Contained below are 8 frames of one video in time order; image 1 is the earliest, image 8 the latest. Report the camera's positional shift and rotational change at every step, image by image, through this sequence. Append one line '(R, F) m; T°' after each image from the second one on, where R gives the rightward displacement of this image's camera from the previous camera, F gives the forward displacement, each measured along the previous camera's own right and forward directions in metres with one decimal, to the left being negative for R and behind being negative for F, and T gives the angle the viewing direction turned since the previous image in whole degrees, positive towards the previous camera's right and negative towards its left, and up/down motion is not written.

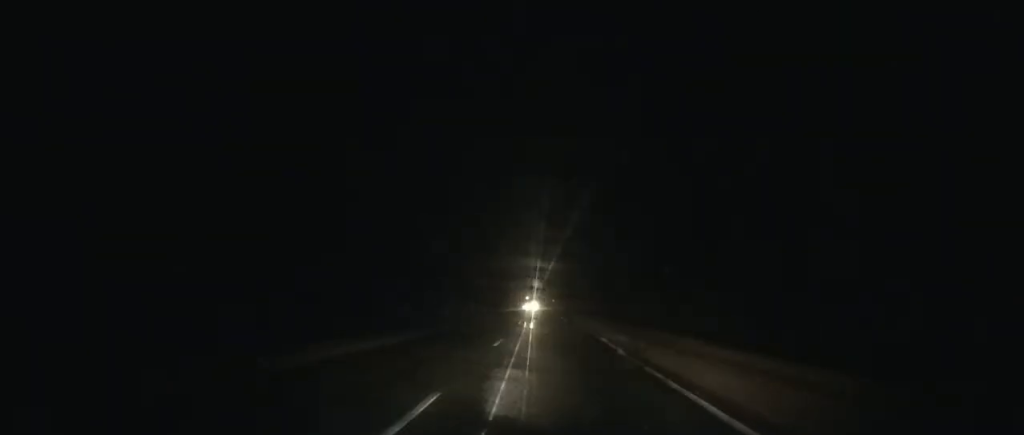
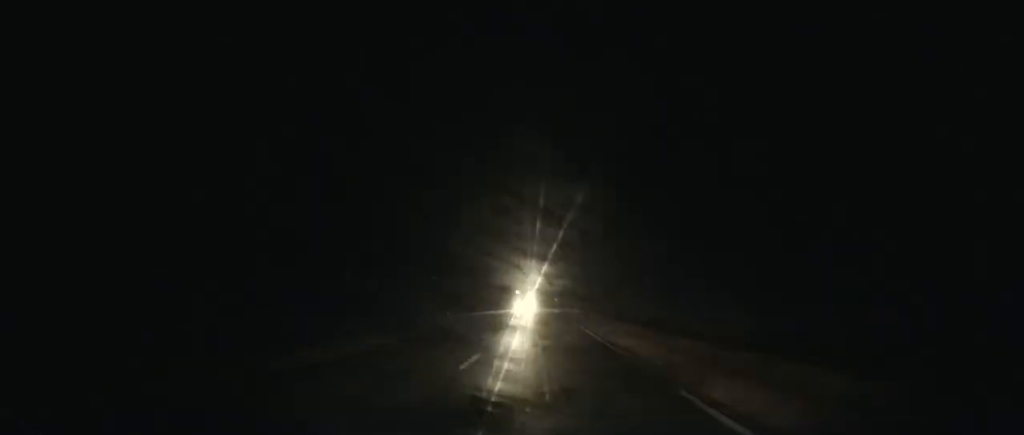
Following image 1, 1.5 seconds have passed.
(-0.1, +30.4) m; 0°
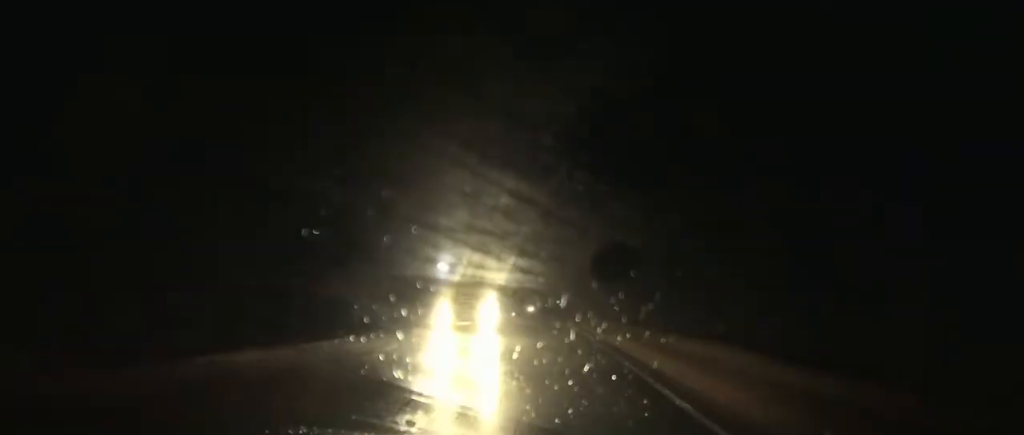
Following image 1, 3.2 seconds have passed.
(0.0, +33.6) m; 0°
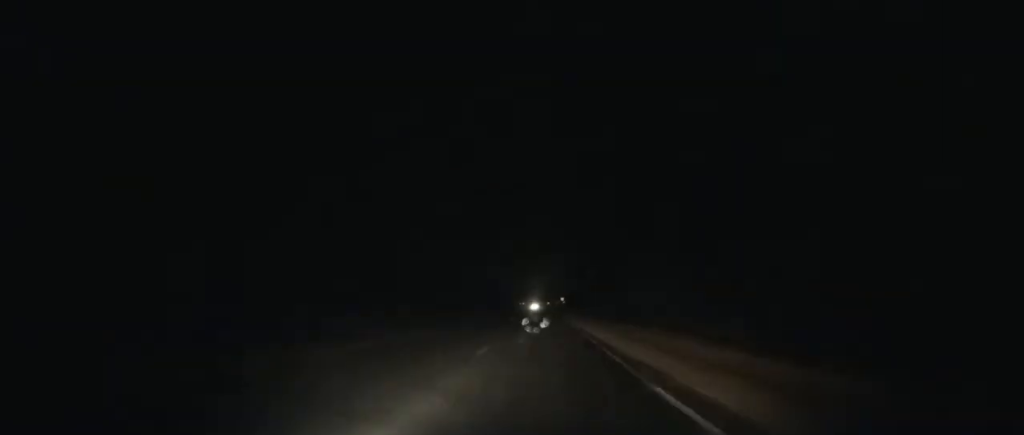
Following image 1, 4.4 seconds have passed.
(+0.1, +23.3) m; 0°
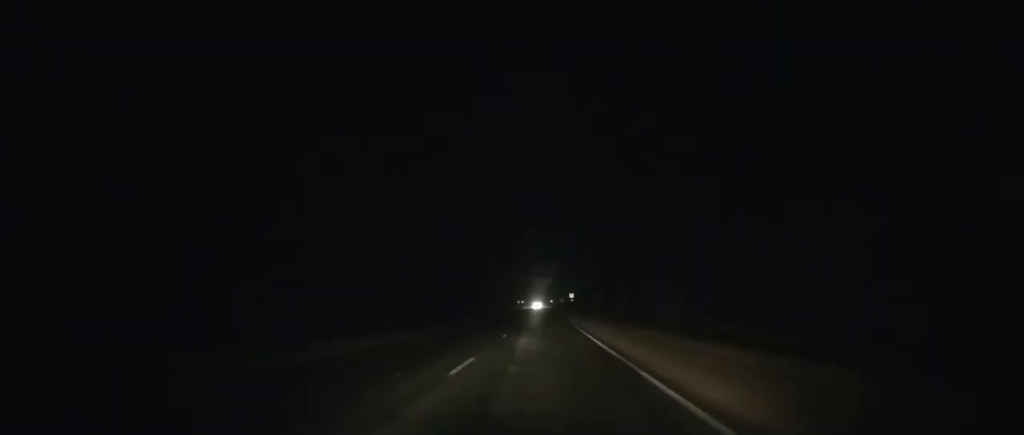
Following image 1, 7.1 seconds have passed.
(-0.1, +51.9) m; 0°
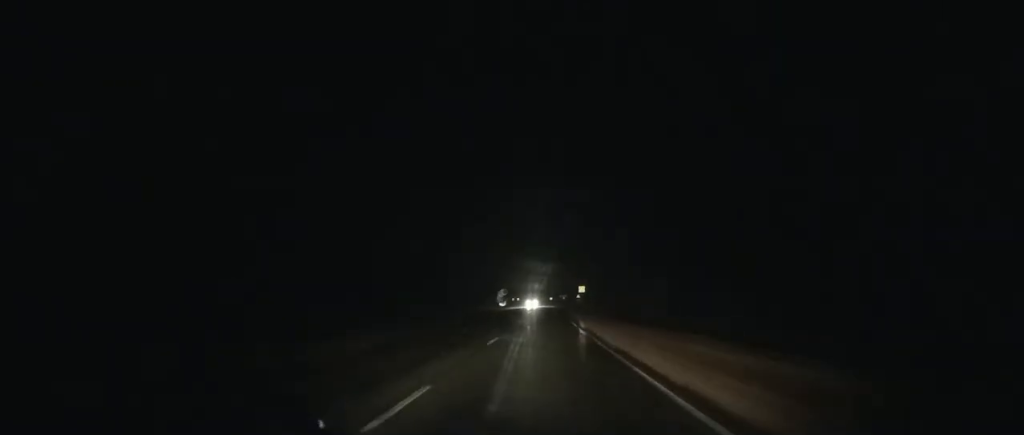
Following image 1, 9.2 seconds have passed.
(0.0, +41.4) m; 0°
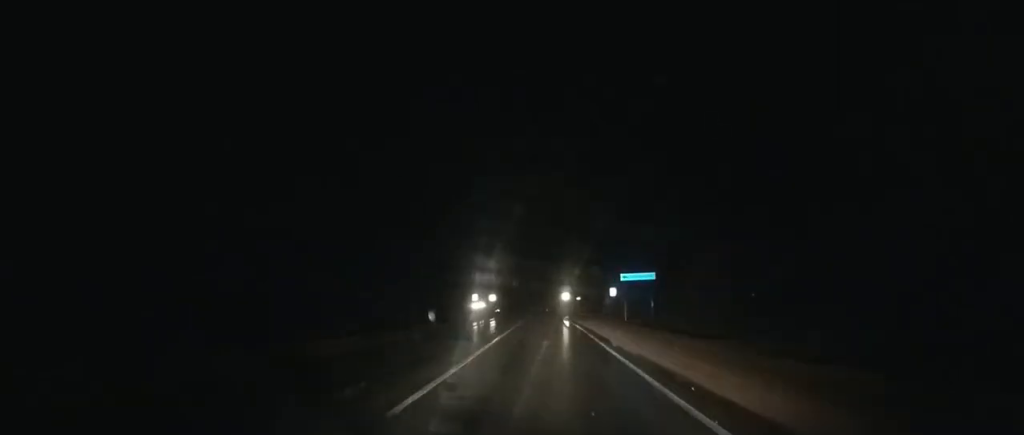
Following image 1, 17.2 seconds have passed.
(-1.8, +161.5) m; -2°
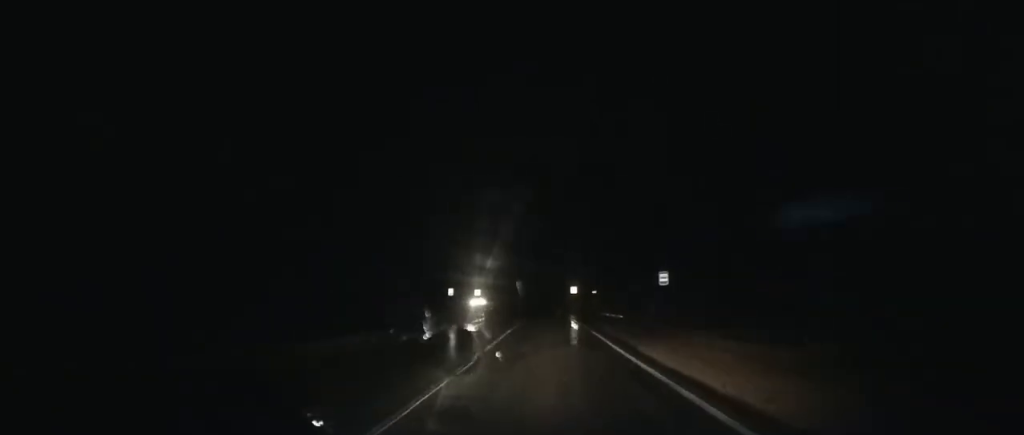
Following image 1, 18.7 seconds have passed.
(+0.3, +28.5) m; 0°
